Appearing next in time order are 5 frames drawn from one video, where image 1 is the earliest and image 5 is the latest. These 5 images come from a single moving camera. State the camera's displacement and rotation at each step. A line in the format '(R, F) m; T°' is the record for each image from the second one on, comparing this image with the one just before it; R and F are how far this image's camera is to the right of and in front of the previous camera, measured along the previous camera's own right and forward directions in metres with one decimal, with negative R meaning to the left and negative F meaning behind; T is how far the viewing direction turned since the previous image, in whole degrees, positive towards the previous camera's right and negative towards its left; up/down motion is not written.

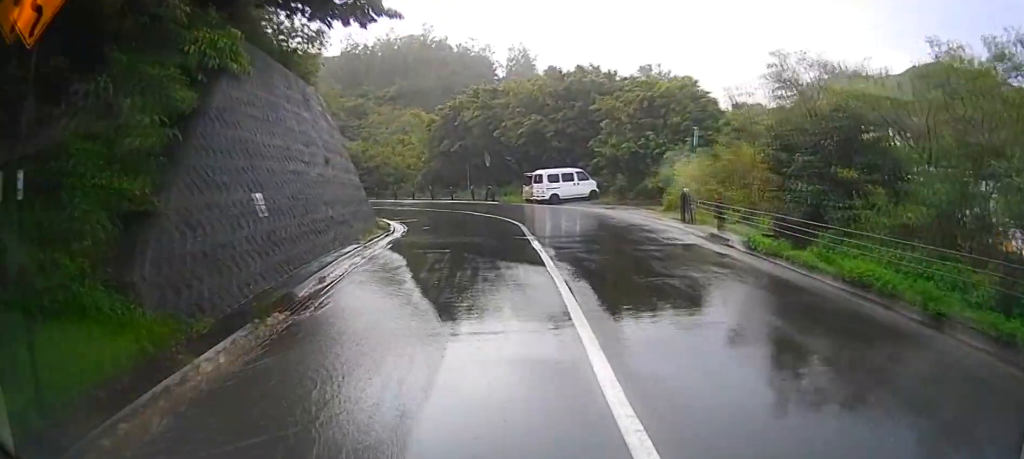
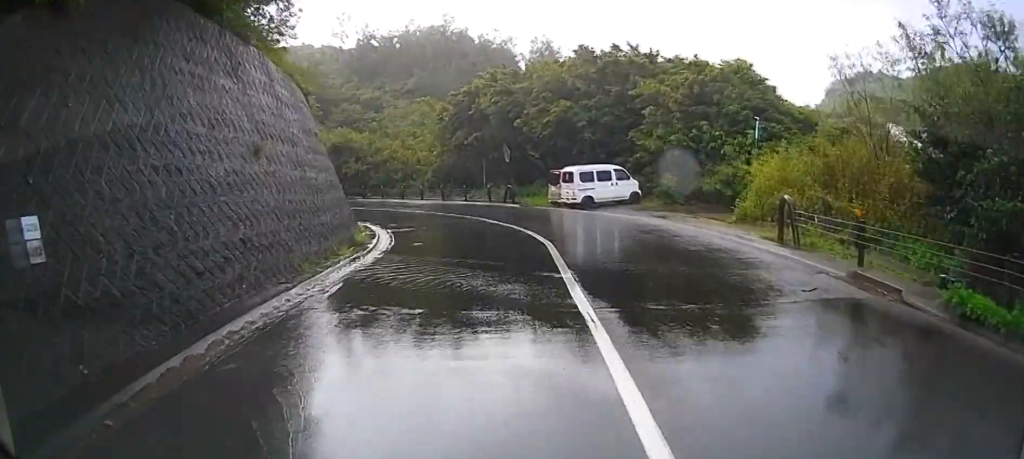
(-0.4, +6.5) m; -4°
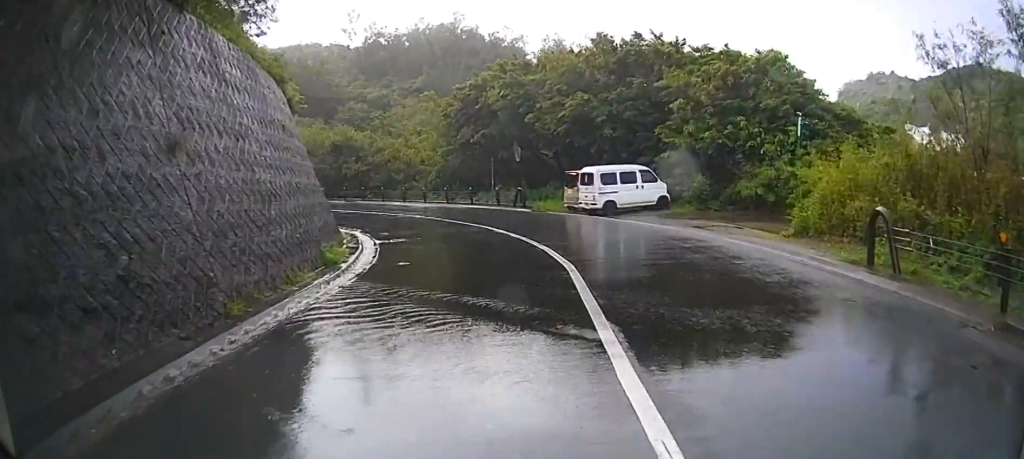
(+0.1, +3.7) m; -1°
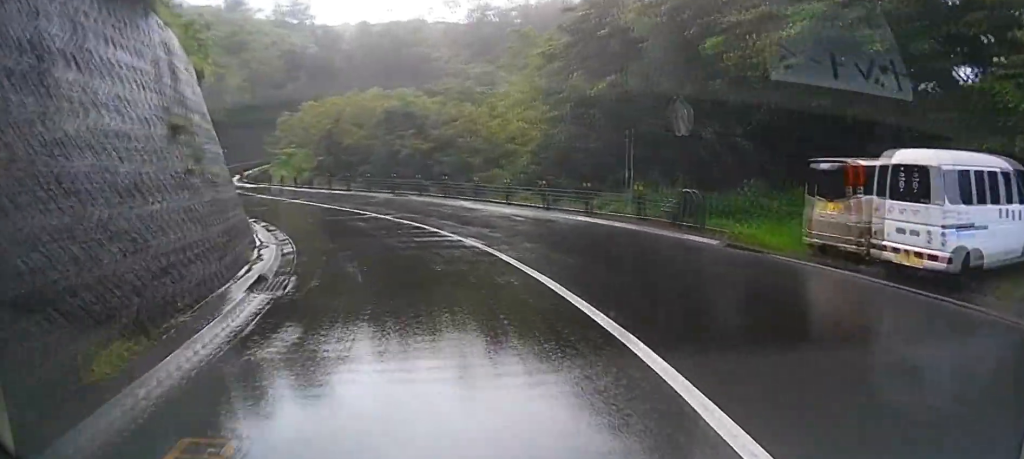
(-0.9, +16.3) m; -7°
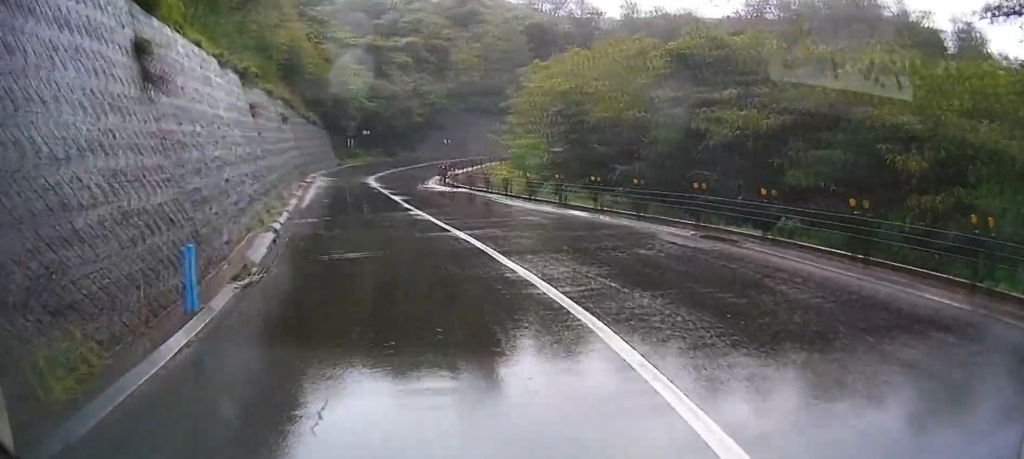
(-6.2, +16.1) m; -32°
